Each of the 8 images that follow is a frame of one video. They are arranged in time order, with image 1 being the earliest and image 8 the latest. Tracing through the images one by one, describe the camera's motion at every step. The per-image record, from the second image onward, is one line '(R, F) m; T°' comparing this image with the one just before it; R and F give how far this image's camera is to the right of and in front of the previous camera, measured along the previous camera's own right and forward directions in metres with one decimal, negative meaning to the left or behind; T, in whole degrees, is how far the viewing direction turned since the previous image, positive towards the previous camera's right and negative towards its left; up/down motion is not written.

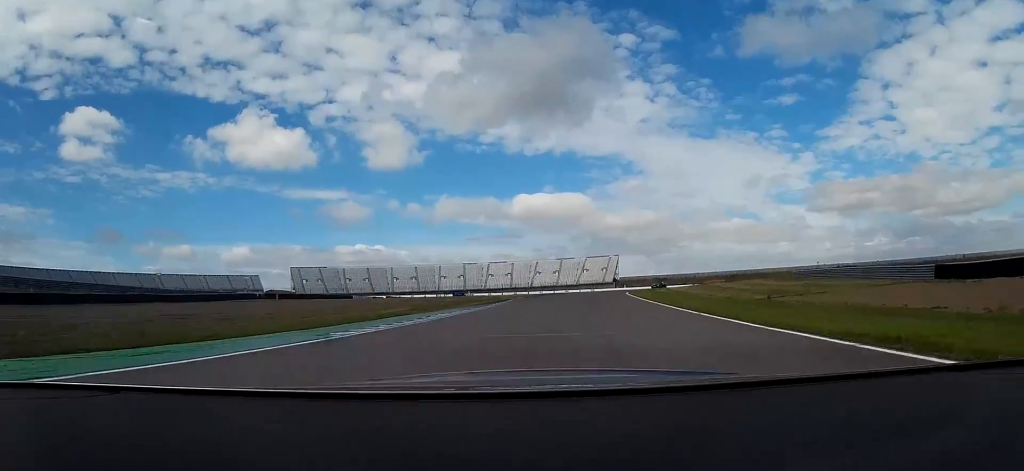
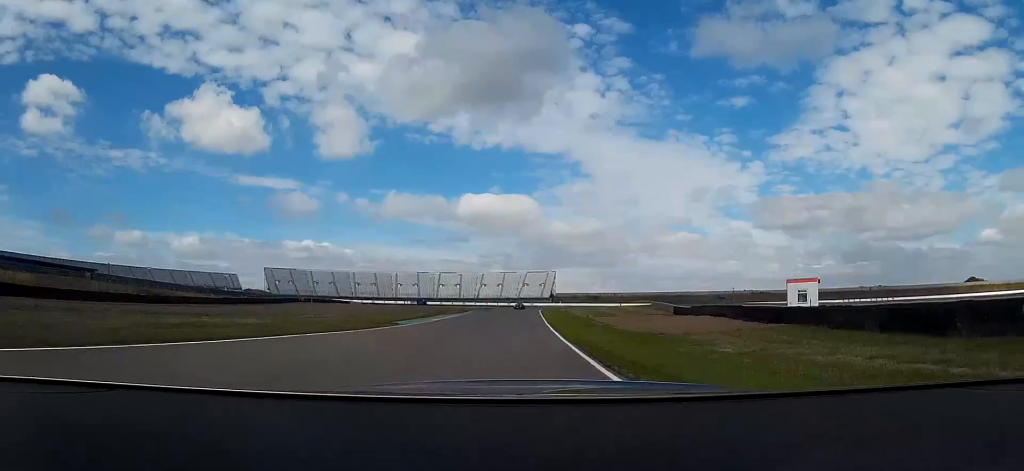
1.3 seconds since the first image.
(+0.8, +48.7) m; +2°
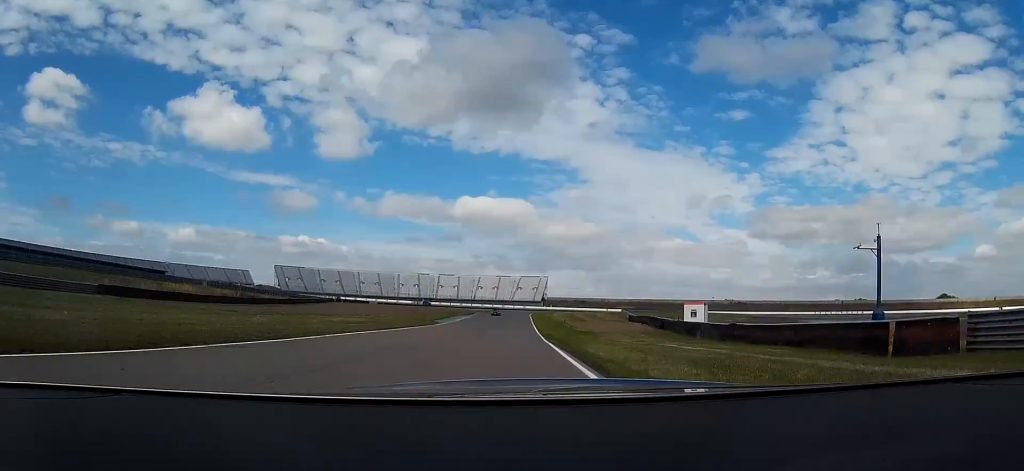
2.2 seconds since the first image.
(+0.4, +31.0) m; +2°
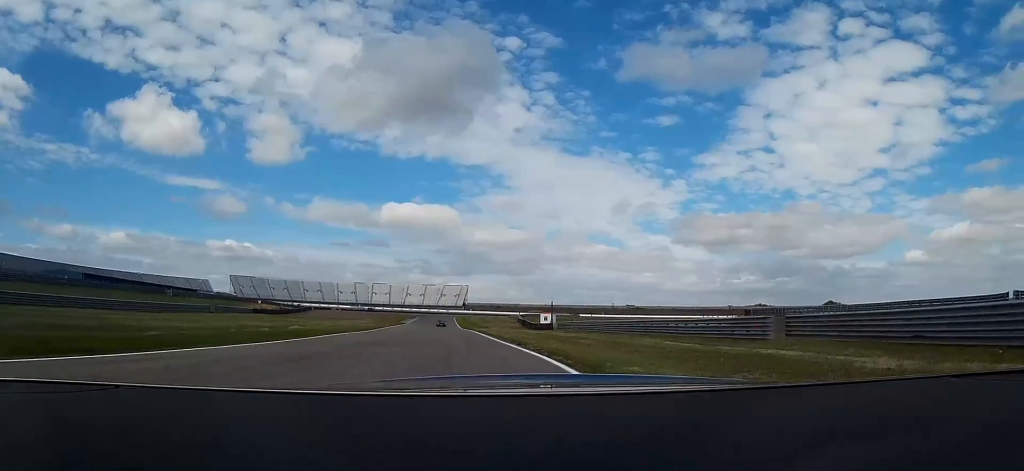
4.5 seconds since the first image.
(+2.6, +67.5) m; +7°
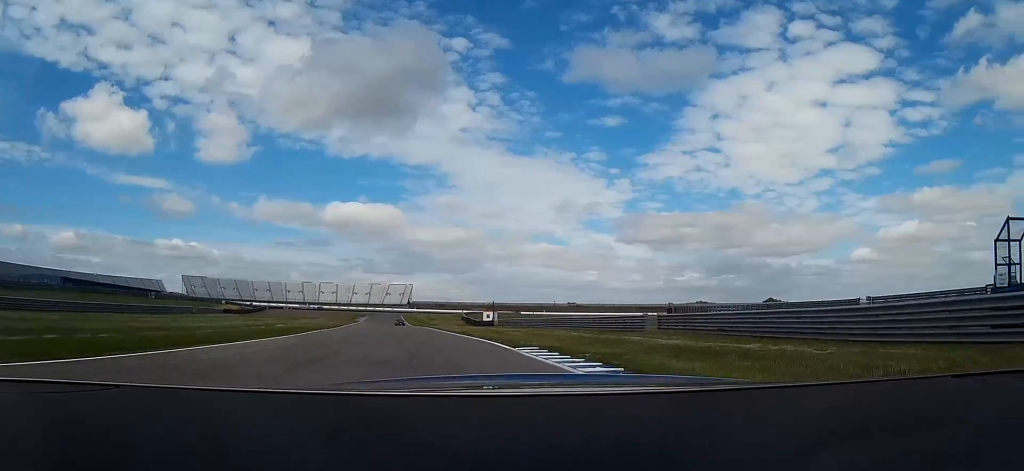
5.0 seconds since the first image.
(-0.1, +12.8) m; +4°
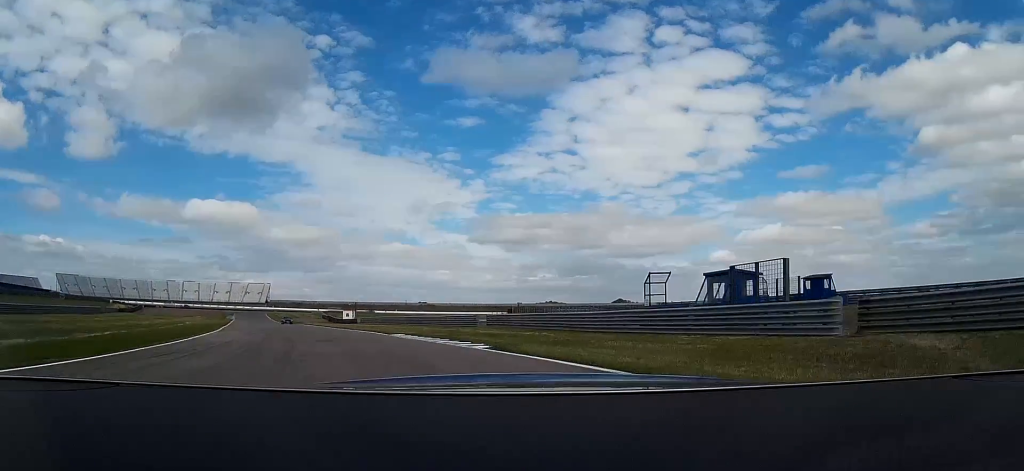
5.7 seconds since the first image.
(+1.3, +15.4) m; +12°
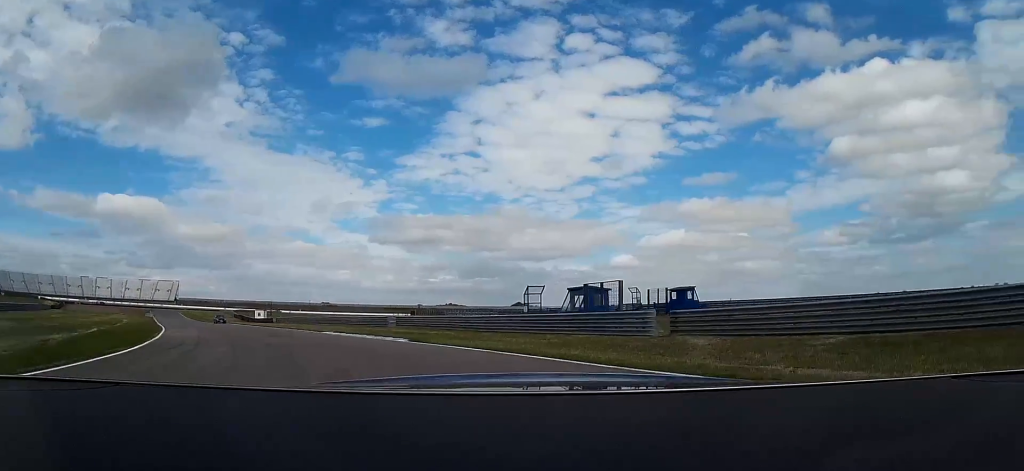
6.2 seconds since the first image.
(-0.2, +8.6) m; +9°
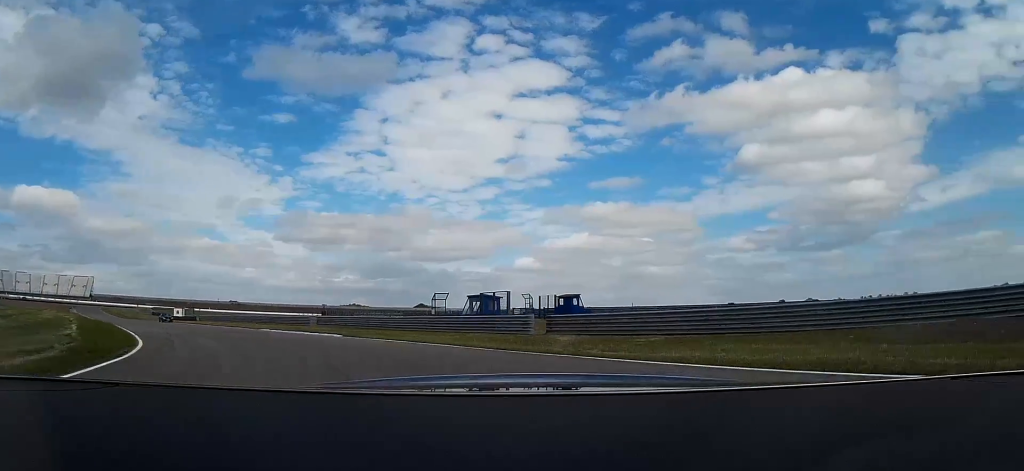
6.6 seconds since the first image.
(+1.6, +7.5) m; +14°
